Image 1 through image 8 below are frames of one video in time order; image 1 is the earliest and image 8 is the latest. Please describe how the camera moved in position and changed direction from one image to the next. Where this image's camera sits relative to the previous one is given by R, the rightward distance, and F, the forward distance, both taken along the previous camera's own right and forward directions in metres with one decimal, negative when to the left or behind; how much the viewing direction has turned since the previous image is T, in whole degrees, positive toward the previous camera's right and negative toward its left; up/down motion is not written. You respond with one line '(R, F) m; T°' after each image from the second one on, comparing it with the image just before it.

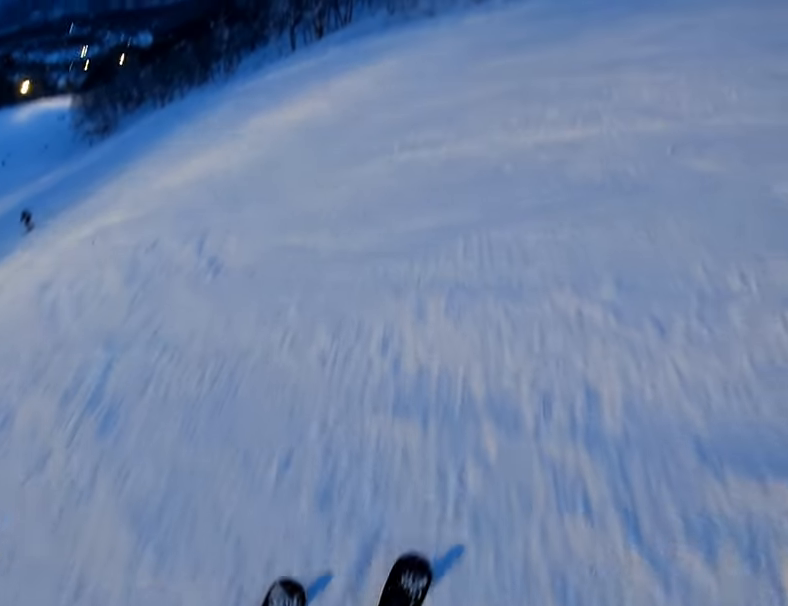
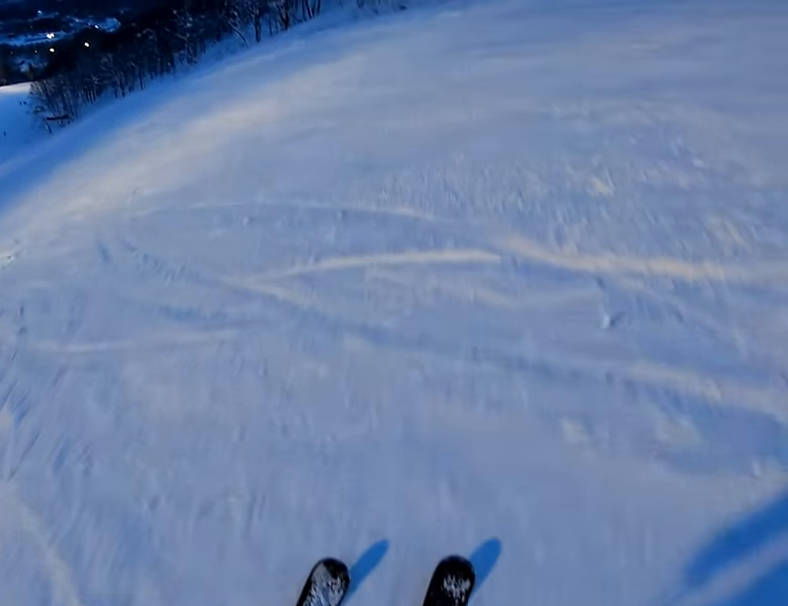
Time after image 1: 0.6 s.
(0.0, +3.1) m; -1°
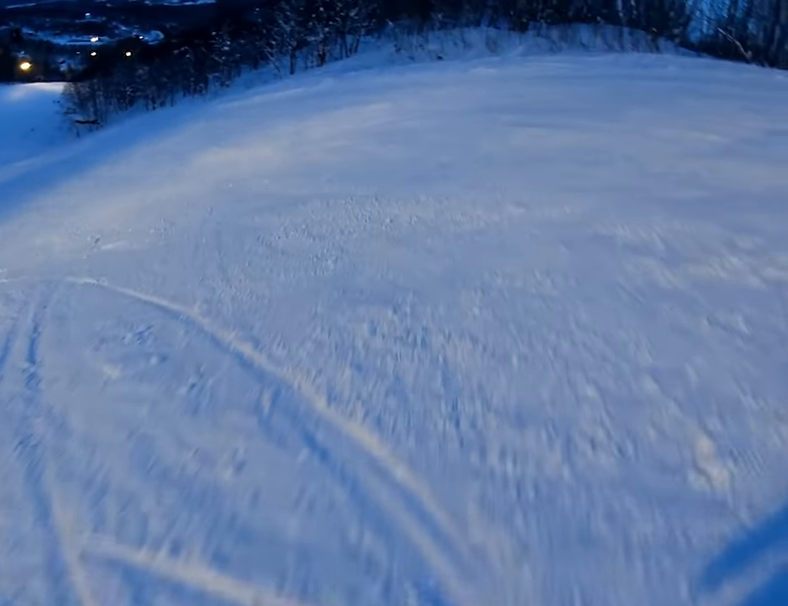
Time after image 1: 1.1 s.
(0.0, +2.4) m; -6°
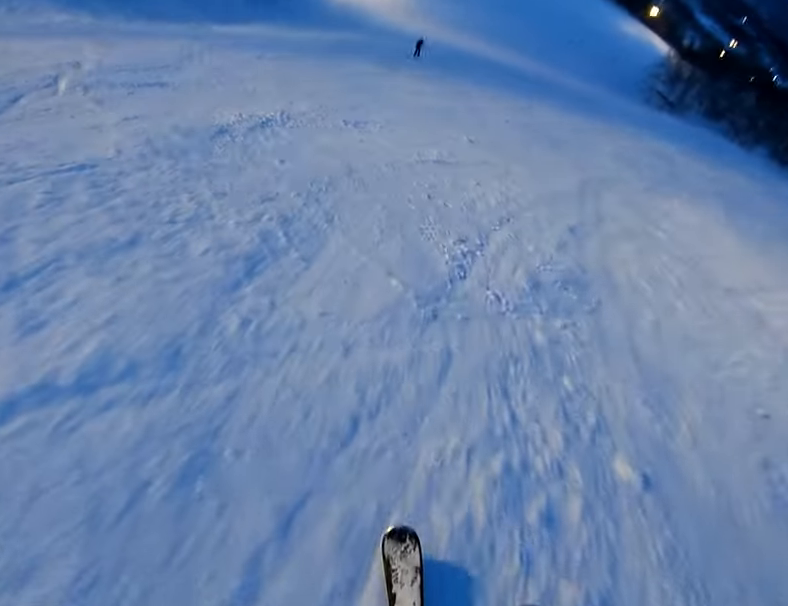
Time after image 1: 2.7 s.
(-2.3, +8.5) m; -41°
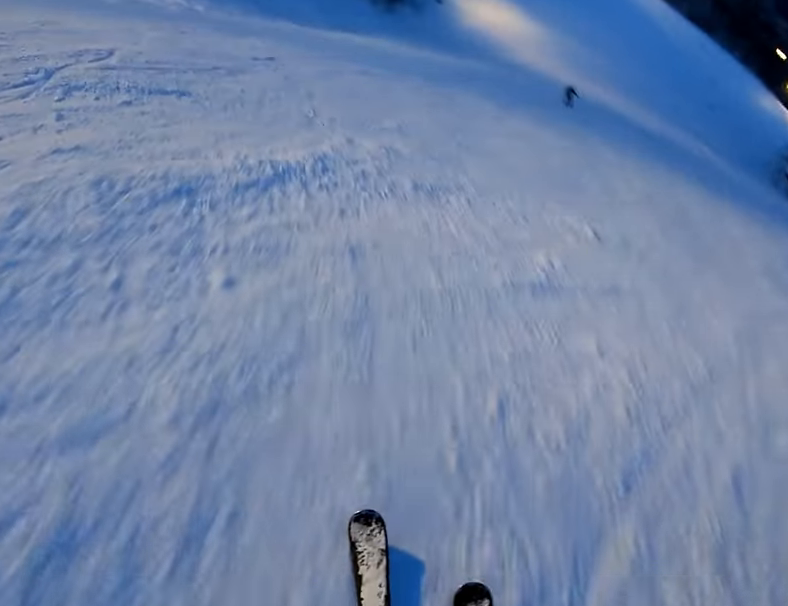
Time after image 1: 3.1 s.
(-0.2, +2.0) m; -19°
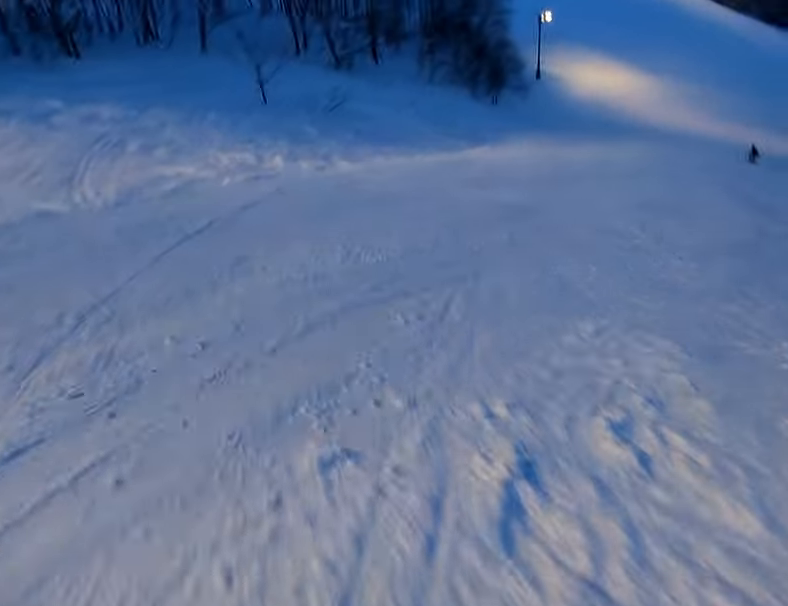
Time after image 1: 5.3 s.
(-7.7, +11.8) m; -20°
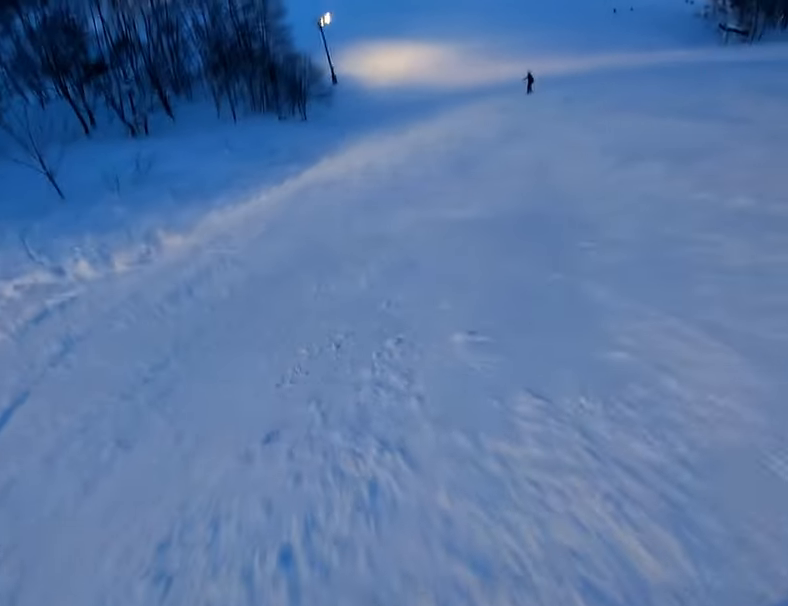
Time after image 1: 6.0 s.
(+1.3, +5.2) m; +24°
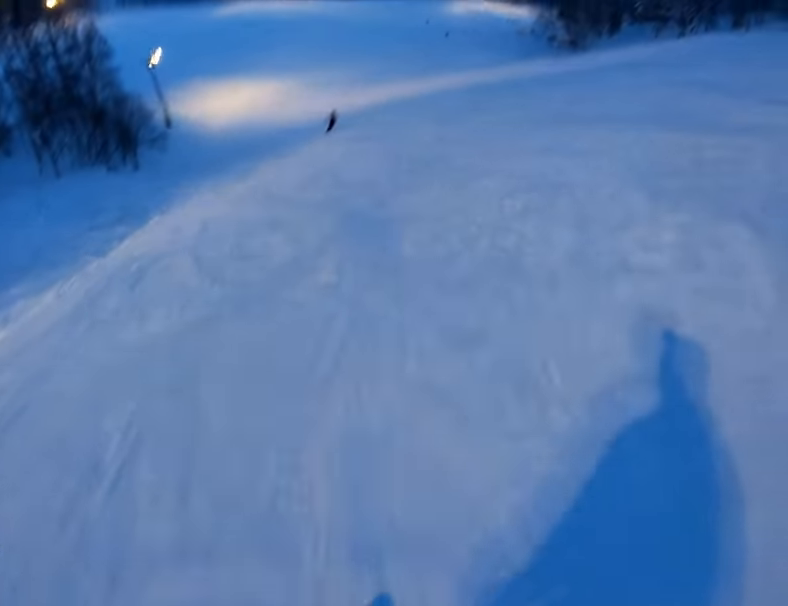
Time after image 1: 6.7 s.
(+1.1, +5.4) m; +21°
